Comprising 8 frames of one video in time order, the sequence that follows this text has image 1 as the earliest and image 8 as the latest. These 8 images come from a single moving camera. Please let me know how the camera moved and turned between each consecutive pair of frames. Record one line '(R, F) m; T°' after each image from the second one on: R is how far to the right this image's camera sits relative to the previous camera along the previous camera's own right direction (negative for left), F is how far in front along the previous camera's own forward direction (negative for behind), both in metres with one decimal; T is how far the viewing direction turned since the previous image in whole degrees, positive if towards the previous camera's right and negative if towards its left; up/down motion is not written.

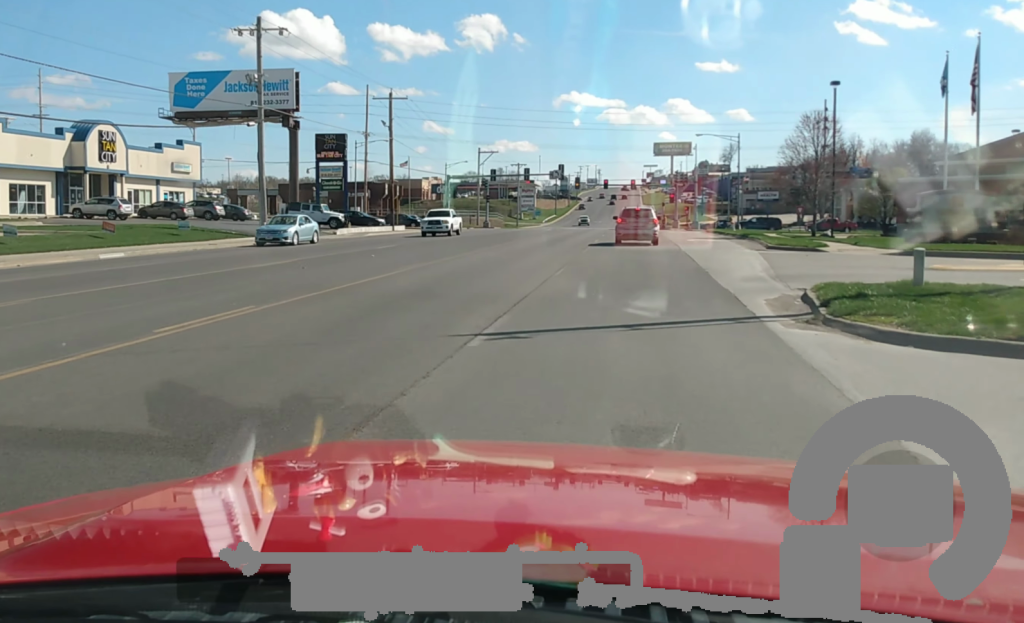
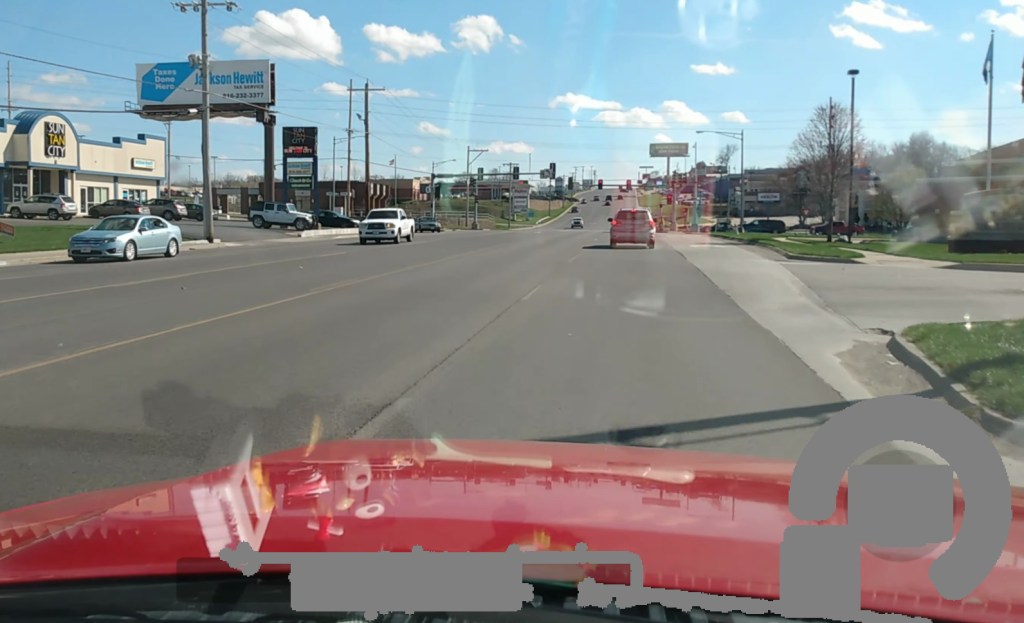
(+0.1, +6.3) m; 0°
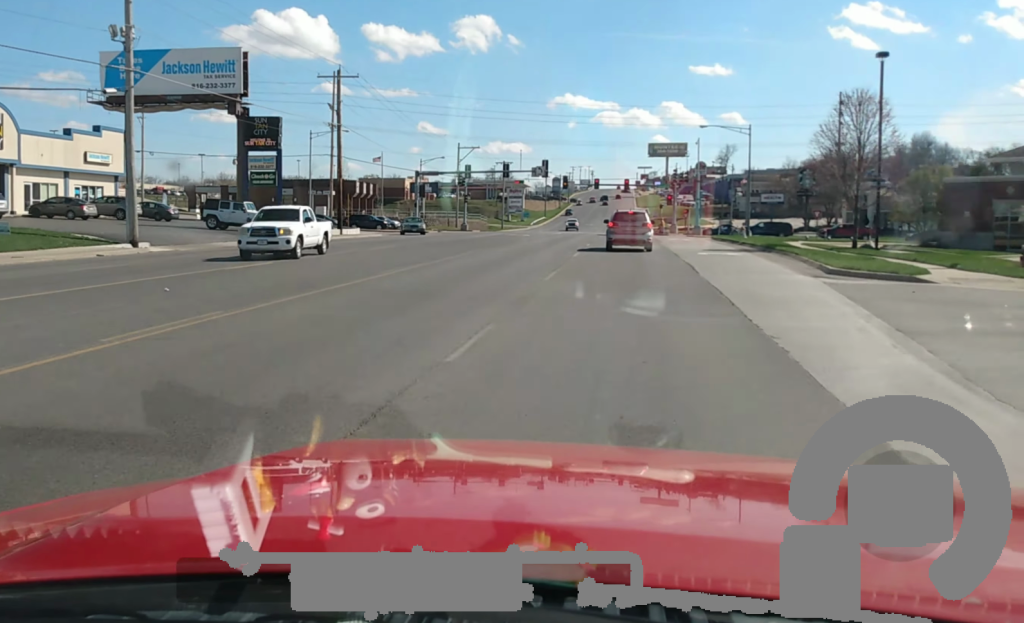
(+0.3, +7.3) m; -1°
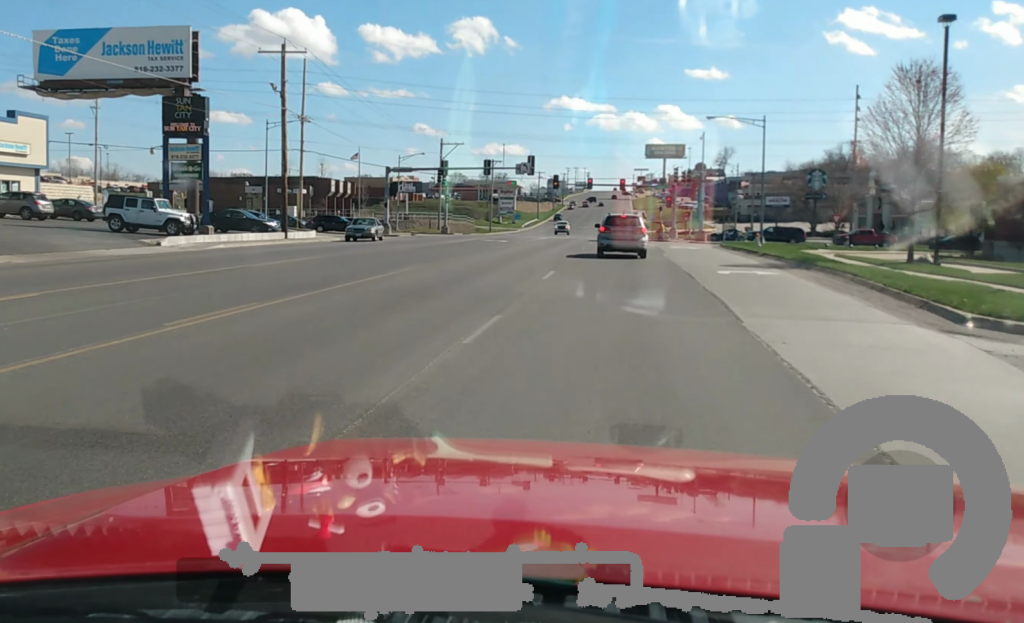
(-0.4, +10.5) m; -1°
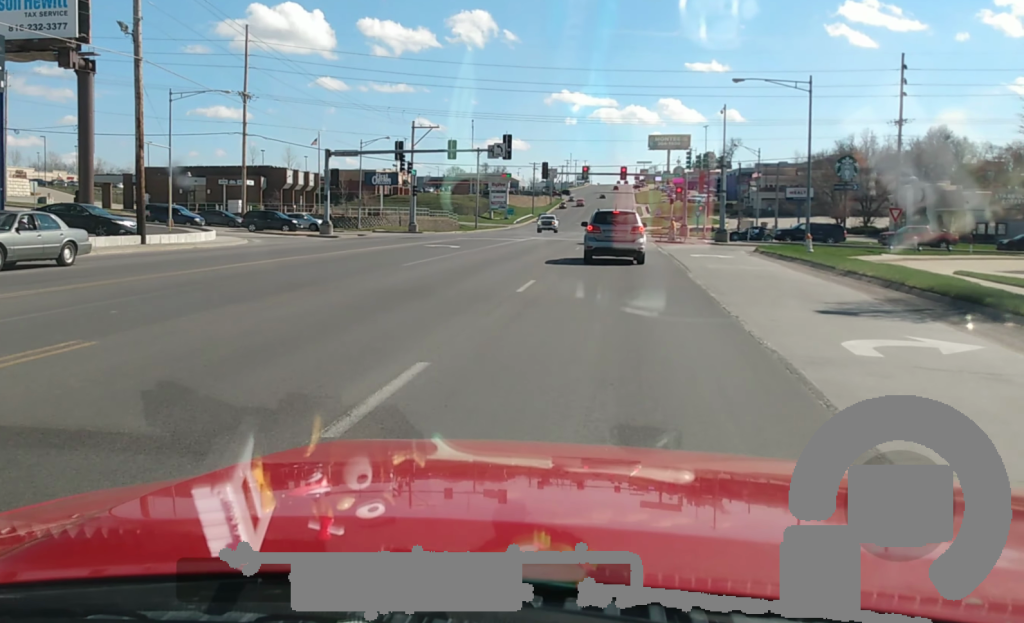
(0.0, +16.4) m; -1°
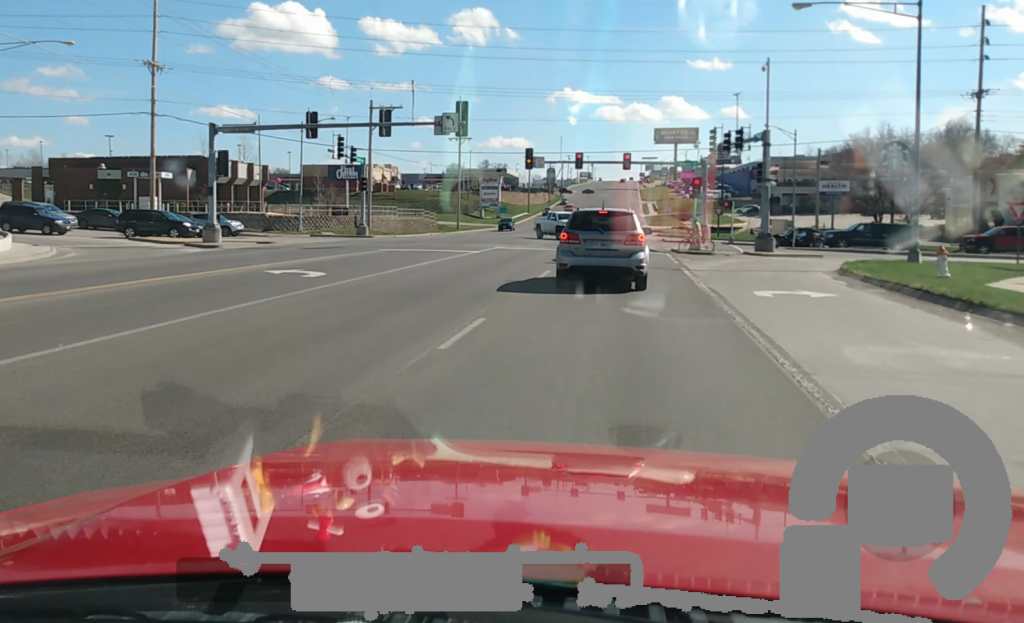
(-0.1, +18.8) m; 0°
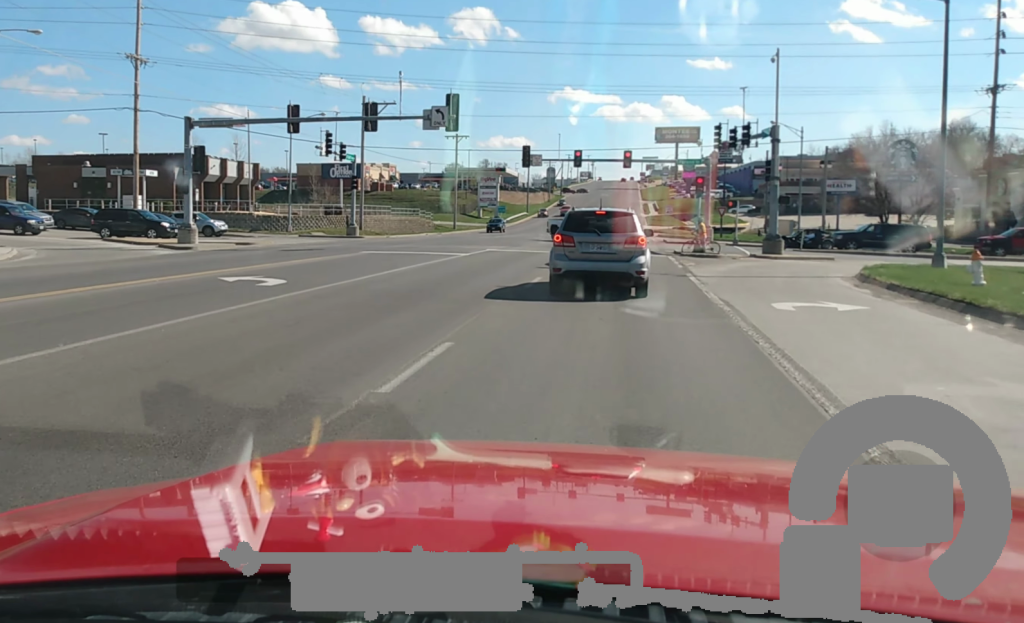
(0.0, +2.7) m; 0°
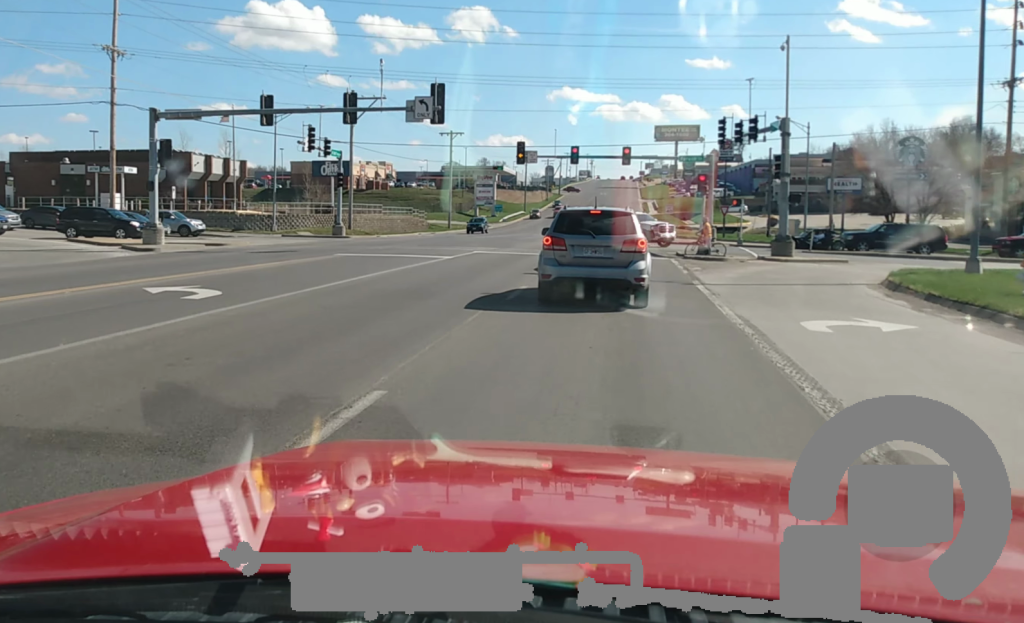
(0.0, +3.0) m; +3°
